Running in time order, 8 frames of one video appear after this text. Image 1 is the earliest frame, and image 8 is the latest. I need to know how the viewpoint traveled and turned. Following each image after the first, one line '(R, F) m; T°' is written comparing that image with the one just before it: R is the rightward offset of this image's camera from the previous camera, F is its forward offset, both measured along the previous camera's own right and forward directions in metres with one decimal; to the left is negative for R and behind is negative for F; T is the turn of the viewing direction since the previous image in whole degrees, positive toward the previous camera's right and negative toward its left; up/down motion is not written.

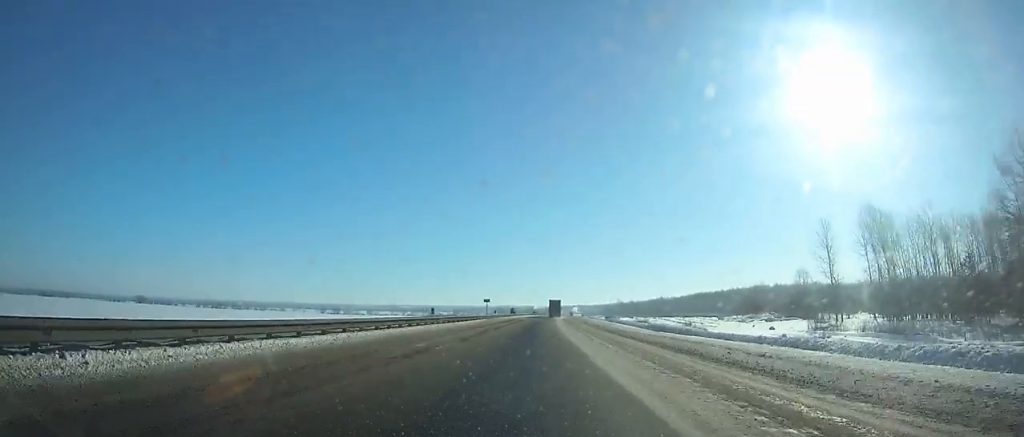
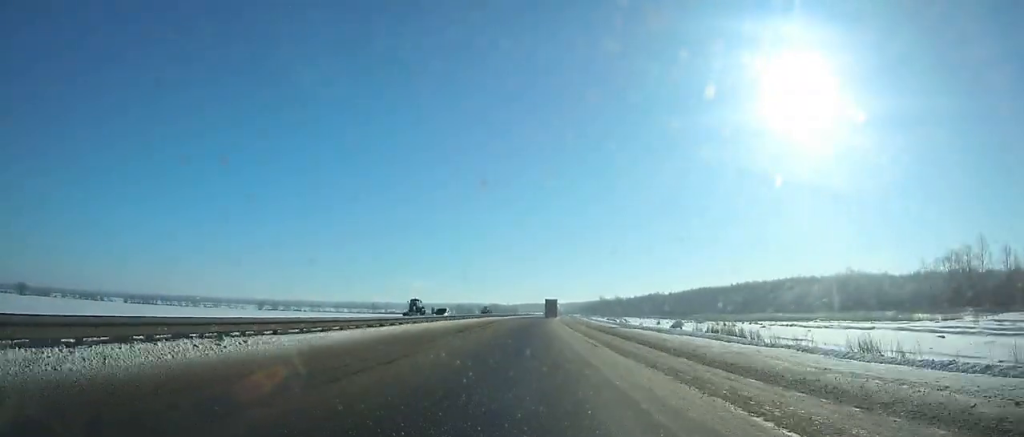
(+2.7, +112.9) m; +3°
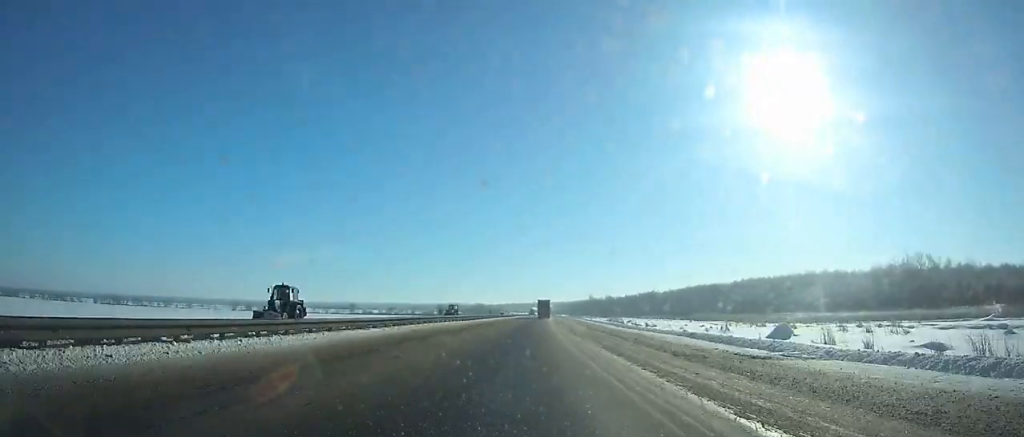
(+0.1, +36.5) m; +1°
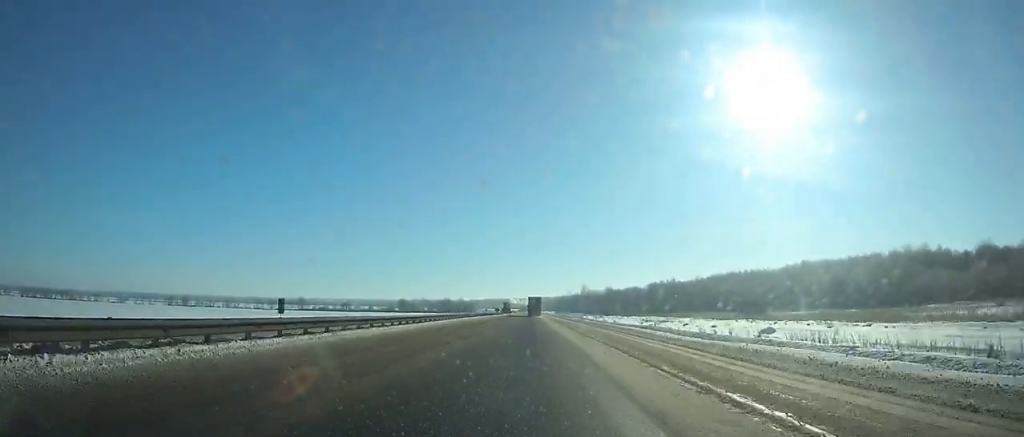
(+2.5, +109.8) m; +2°
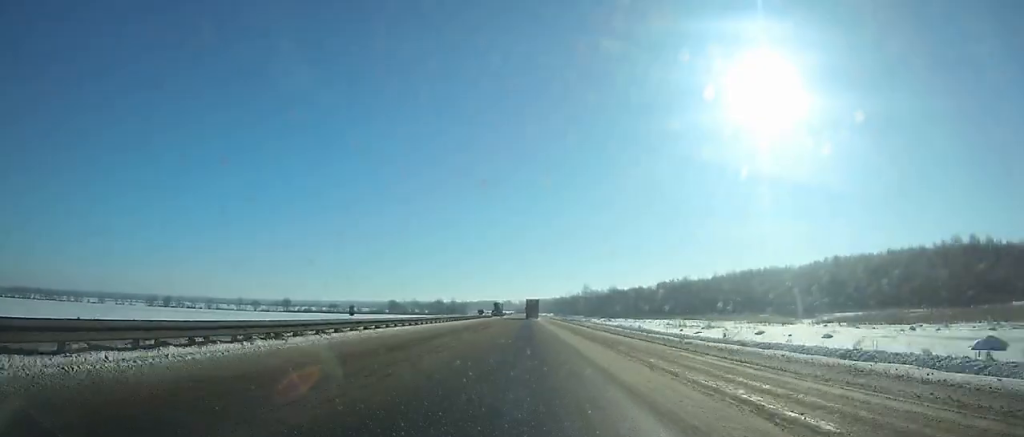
(0.0, +32.4) m; 0°
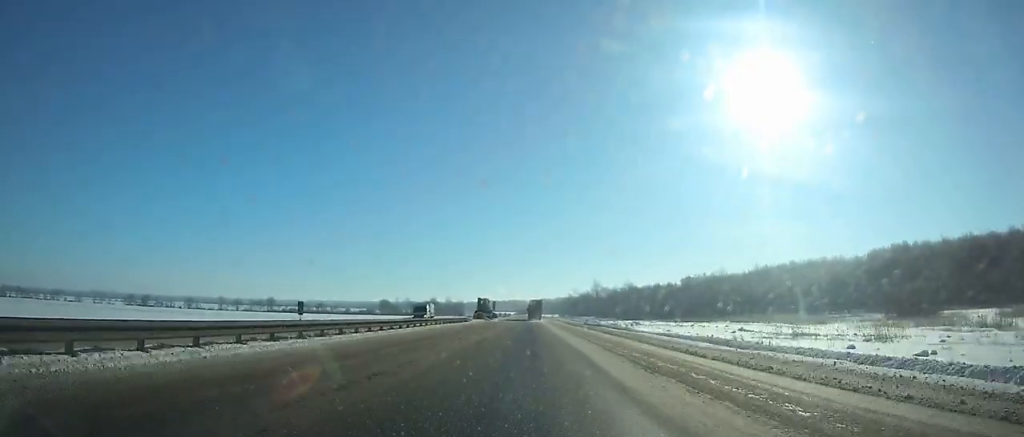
(+0.4, +45.6) m; 0°
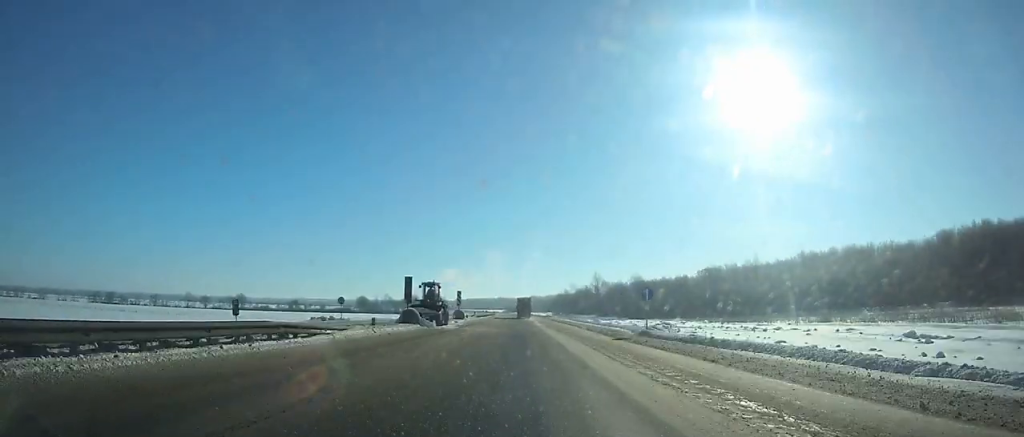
(+0.1, +43.6) m; 0°
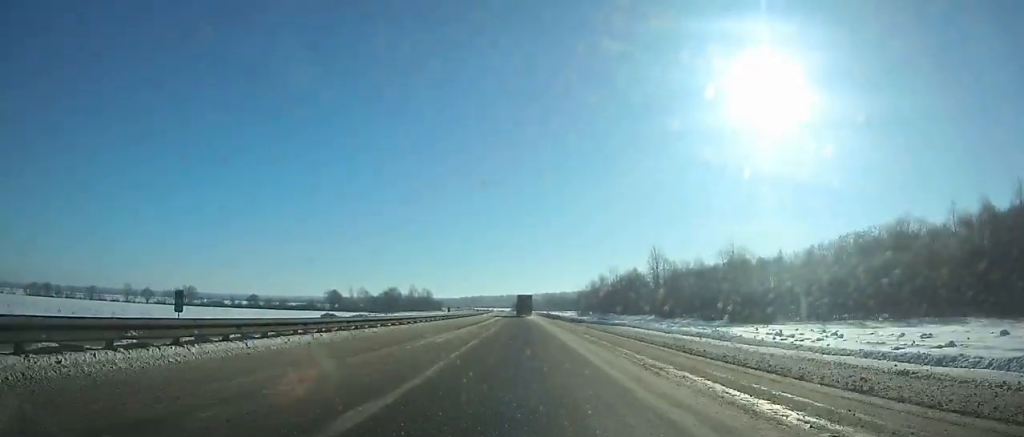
(-0.3, +105.4) m; -1°
